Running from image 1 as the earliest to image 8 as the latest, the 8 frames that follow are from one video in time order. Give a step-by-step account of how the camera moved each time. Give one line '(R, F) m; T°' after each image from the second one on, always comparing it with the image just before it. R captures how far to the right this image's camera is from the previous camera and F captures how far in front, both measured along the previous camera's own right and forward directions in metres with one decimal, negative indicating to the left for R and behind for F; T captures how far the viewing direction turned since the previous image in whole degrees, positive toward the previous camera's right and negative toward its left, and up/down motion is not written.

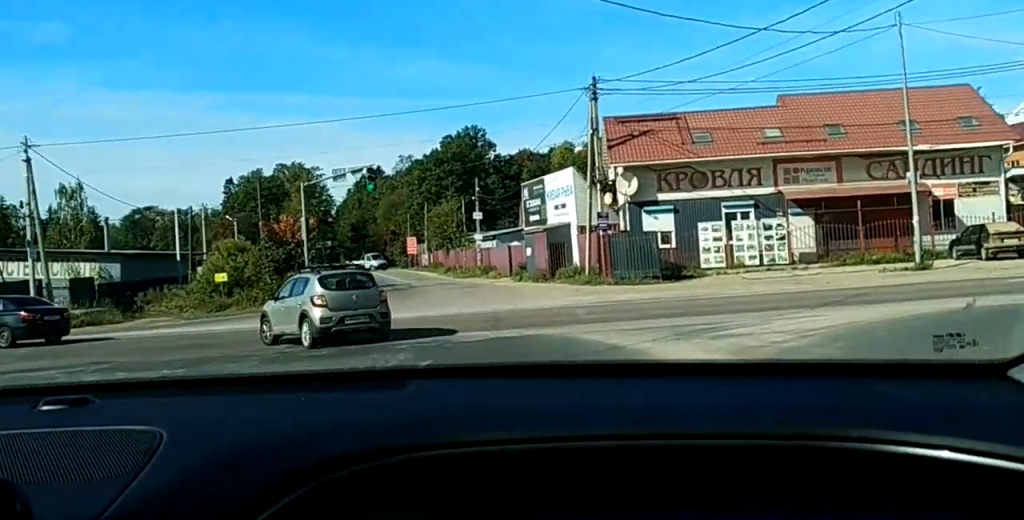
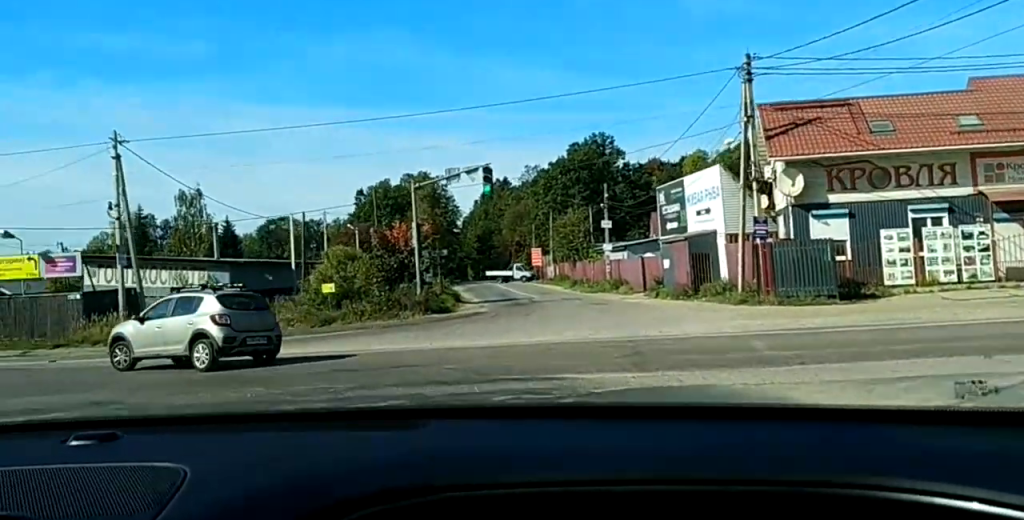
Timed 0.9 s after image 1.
(-0.5, +6.2) m; -10°
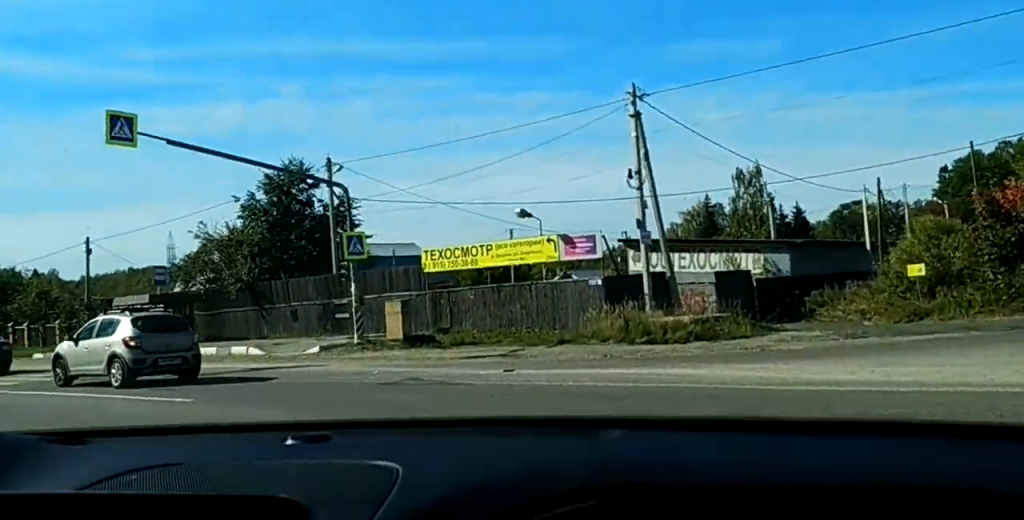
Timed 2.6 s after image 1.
(-2.2, +11.3) m; -23°
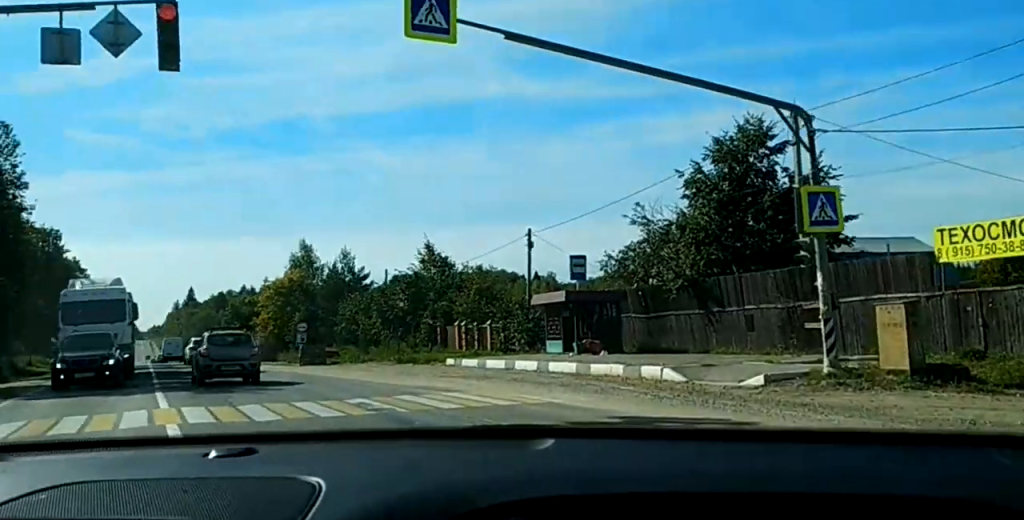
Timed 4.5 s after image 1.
(-4.3, +12.1) m; -35°
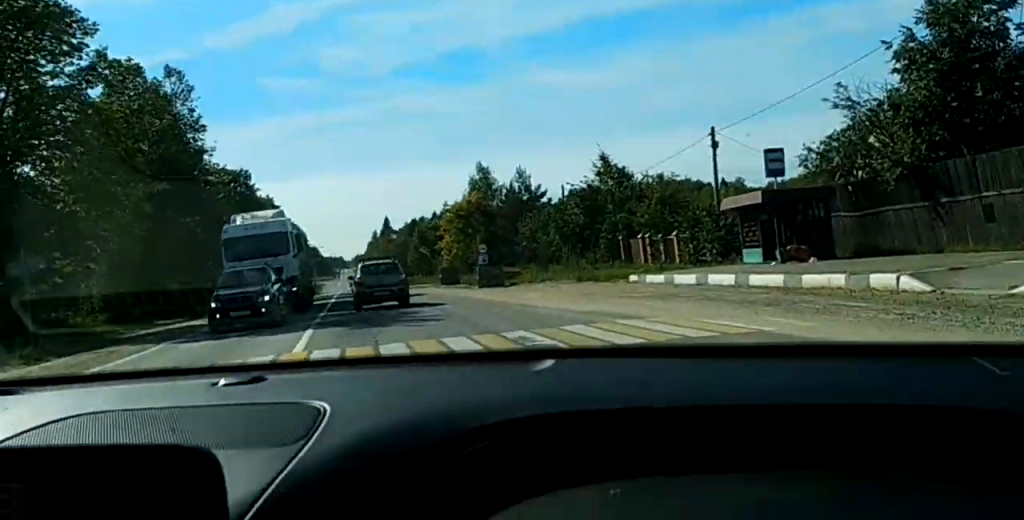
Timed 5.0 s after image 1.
(-0.3, +4.6) m; -5°
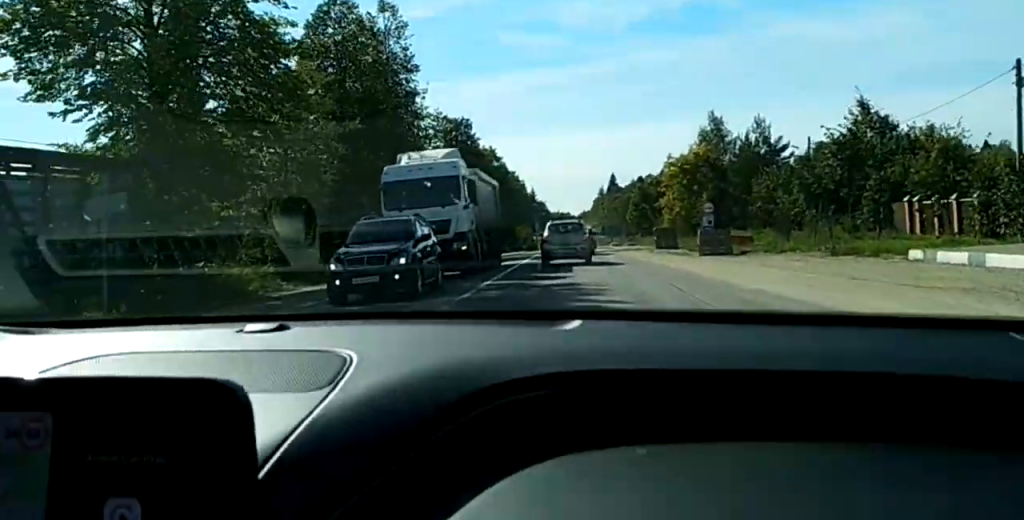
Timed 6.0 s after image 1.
(-0.4, +8.8) m; -5°
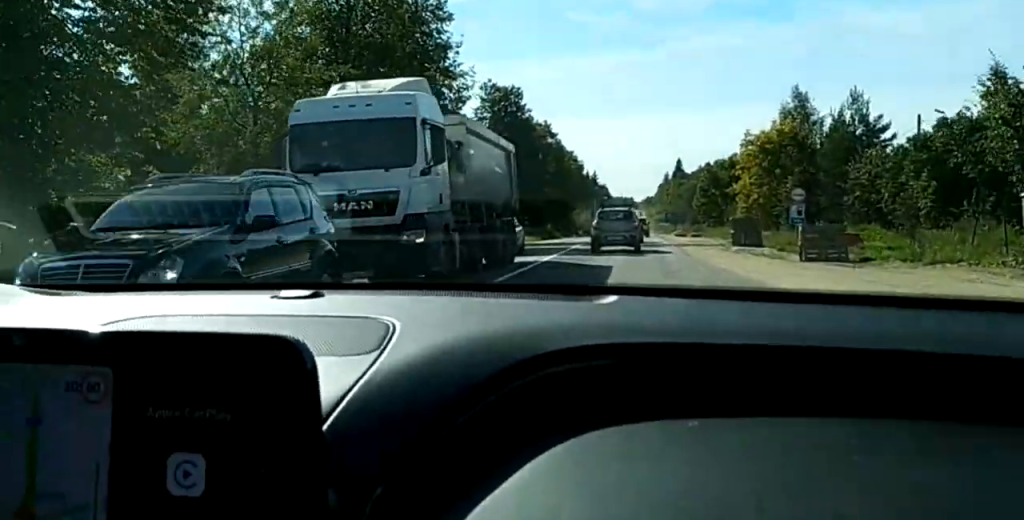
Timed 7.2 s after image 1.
(-0.4, +13.2) m; -2°
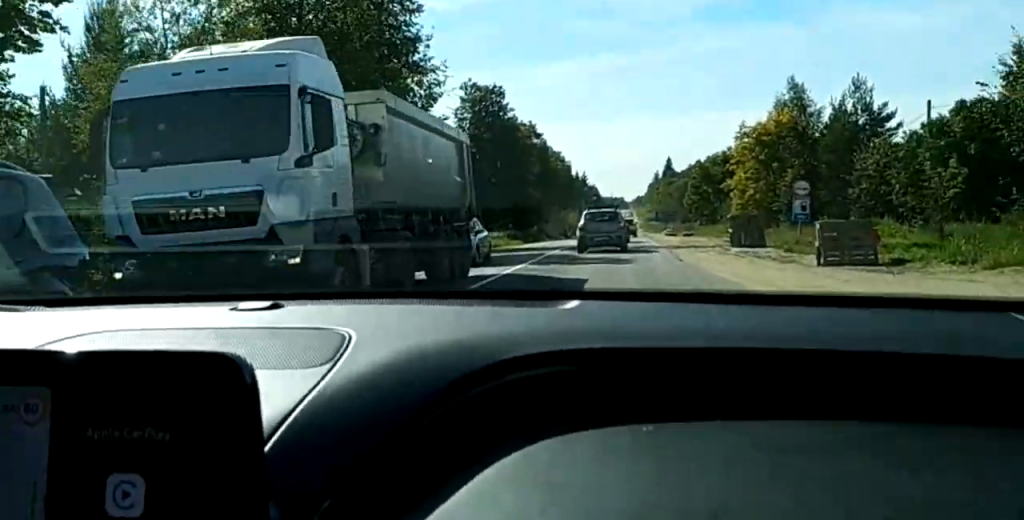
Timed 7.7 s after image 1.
(0.0, +5.8) m; 0°
